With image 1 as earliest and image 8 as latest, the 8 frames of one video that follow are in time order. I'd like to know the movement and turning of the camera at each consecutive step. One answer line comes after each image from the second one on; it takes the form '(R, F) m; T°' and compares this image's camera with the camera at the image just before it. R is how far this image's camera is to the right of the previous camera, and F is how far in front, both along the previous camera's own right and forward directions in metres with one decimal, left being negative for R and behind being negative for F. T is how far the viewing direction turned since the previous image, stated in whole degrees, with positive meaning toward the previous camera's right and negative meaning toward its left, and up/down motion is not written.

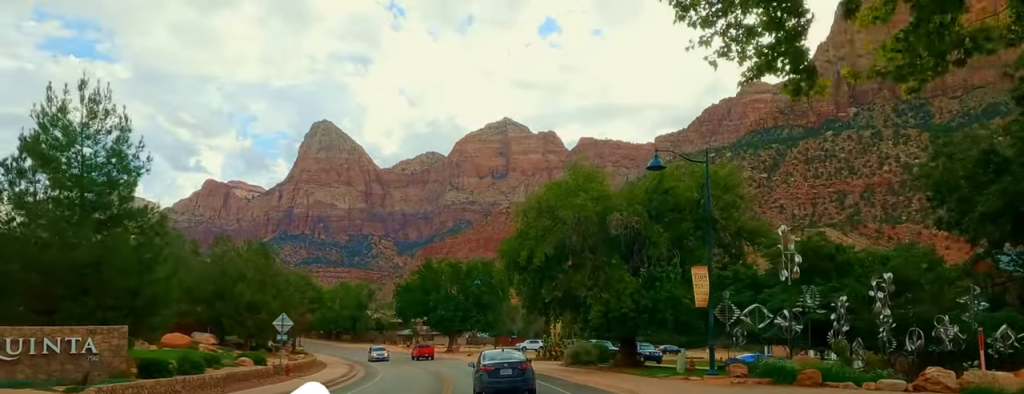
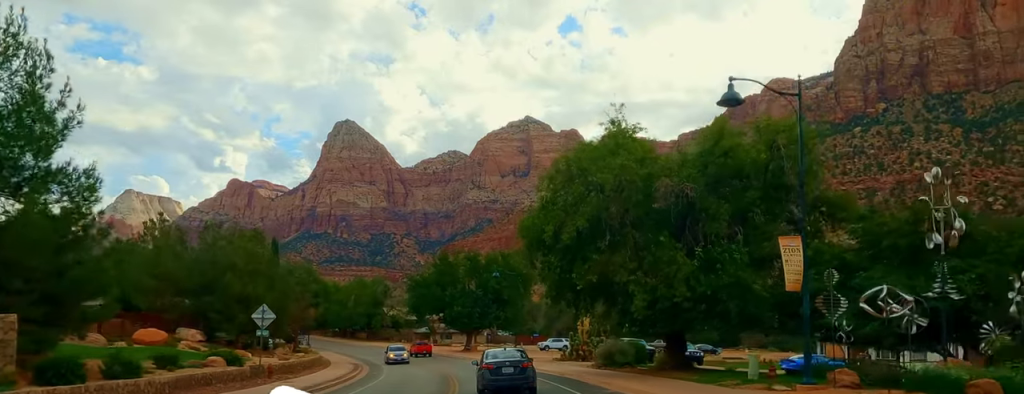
(-0.9, +7.9) m; -2°
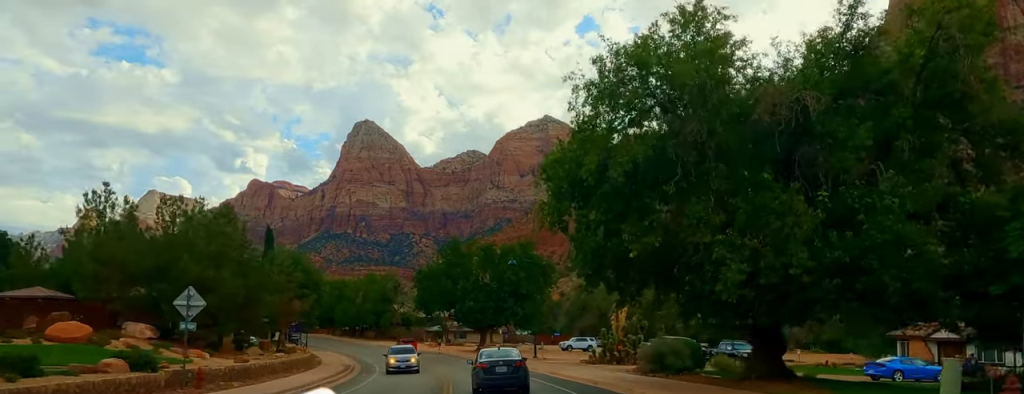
(-1.0, +10.7) m; -2°
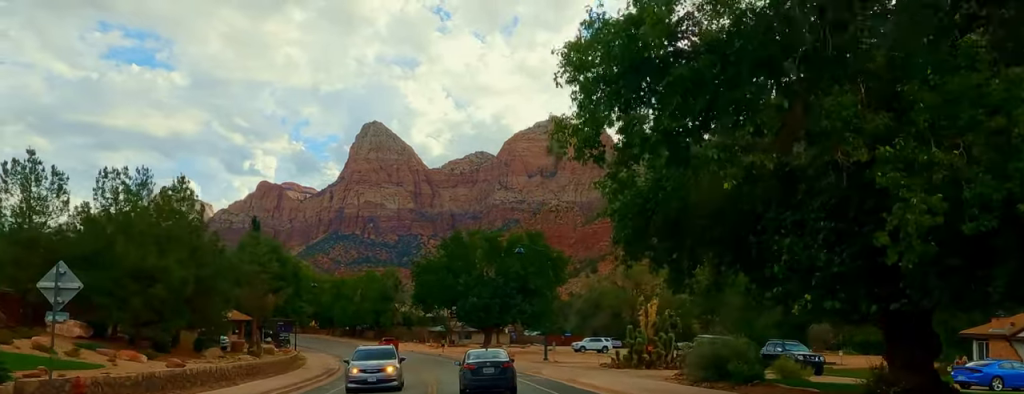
(+0.6, +8.4) m; -2°
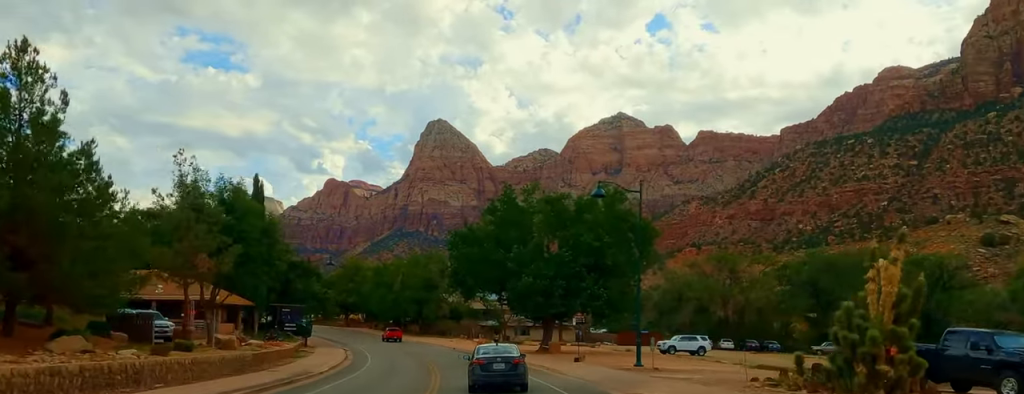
(-0.4, +19.2) m; -5°
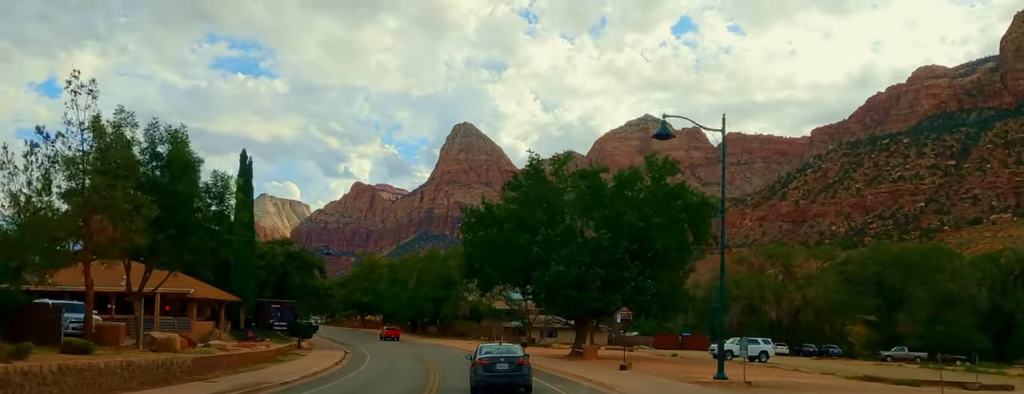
(-0.7, +9.7) m; -3°
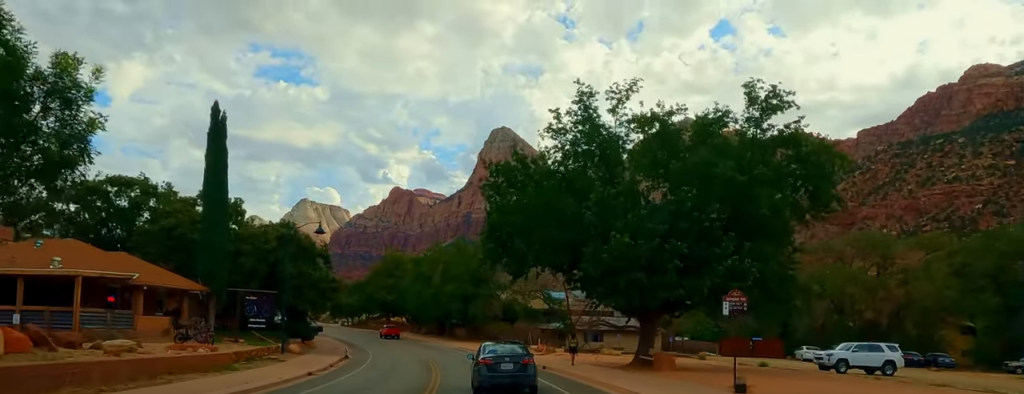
(-0.2, +12.9) m; -2°
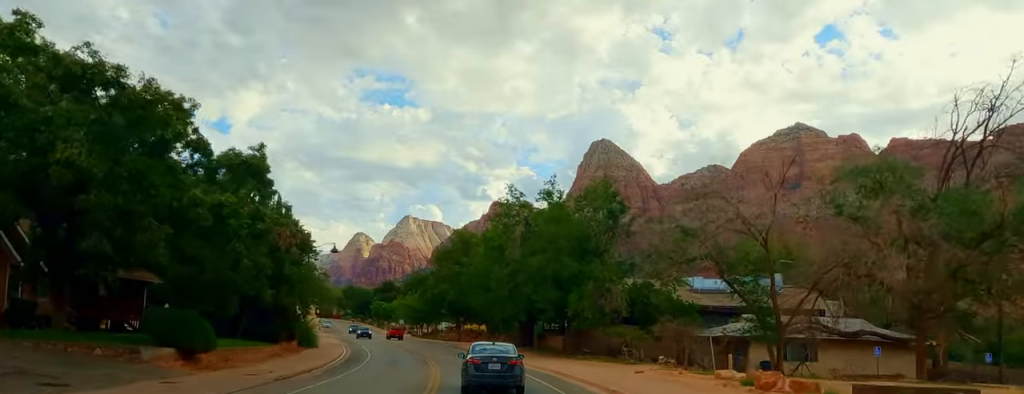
(-1.9, +38.2) m; -5°
